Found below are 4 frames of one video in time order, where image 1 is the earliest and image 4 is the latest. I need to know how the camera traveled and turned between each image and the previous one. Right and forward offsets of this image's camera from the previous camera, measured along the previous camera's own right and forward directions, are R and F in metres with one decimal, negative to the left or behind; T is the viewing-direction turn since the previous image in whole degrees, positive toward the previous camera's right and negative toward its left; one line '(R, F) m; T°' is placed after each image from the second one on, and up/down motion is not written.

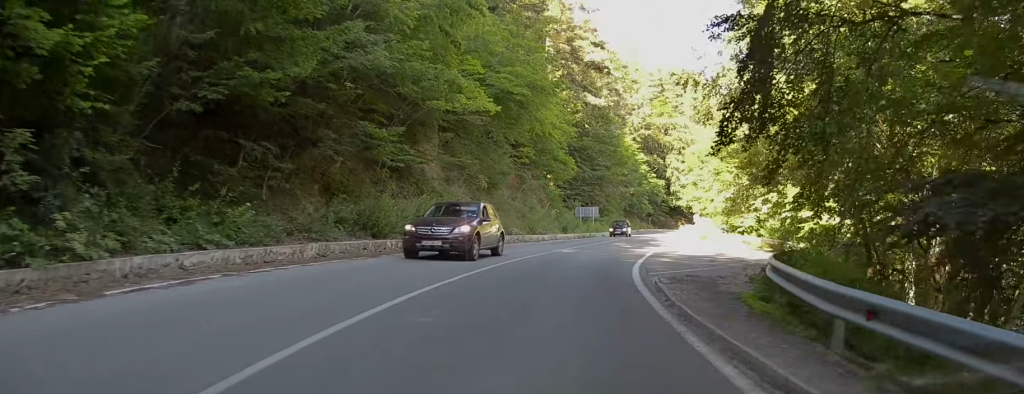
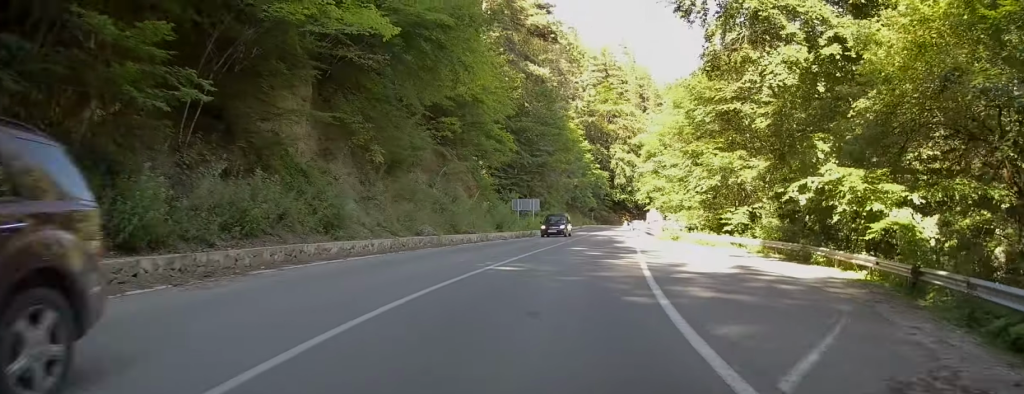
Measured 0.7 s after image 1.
(+0.6, +10.9) m; +3°
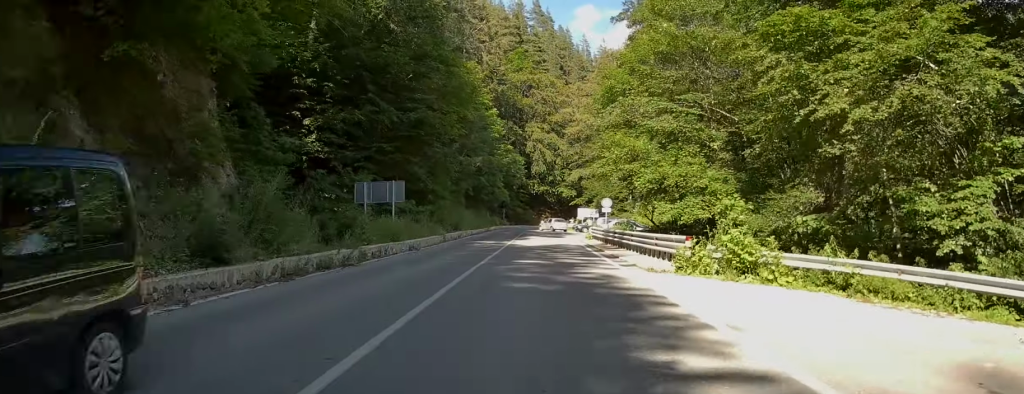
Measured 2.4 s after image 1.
(+1.5, +24.5) m; +8°
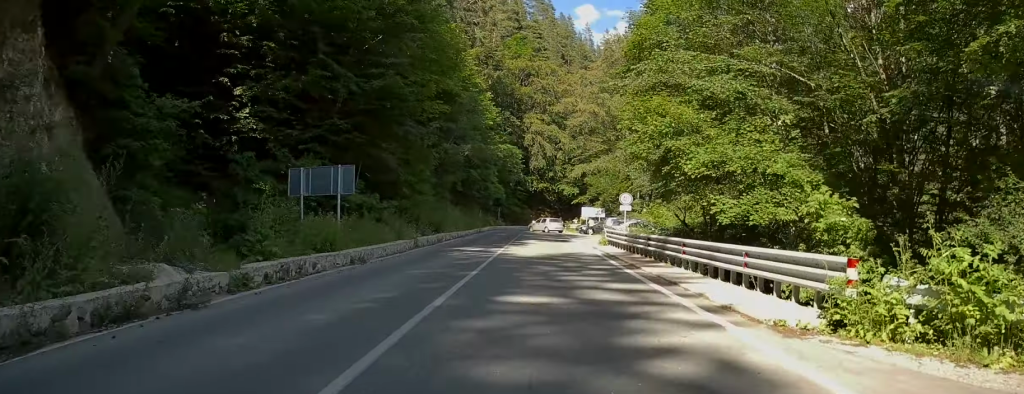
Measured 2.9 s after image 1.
(+0.3, +7.6) m; +2°
